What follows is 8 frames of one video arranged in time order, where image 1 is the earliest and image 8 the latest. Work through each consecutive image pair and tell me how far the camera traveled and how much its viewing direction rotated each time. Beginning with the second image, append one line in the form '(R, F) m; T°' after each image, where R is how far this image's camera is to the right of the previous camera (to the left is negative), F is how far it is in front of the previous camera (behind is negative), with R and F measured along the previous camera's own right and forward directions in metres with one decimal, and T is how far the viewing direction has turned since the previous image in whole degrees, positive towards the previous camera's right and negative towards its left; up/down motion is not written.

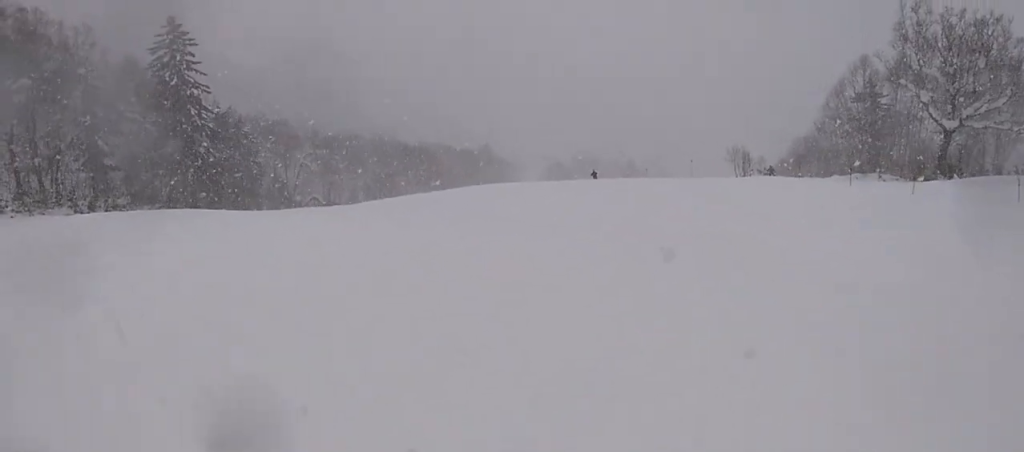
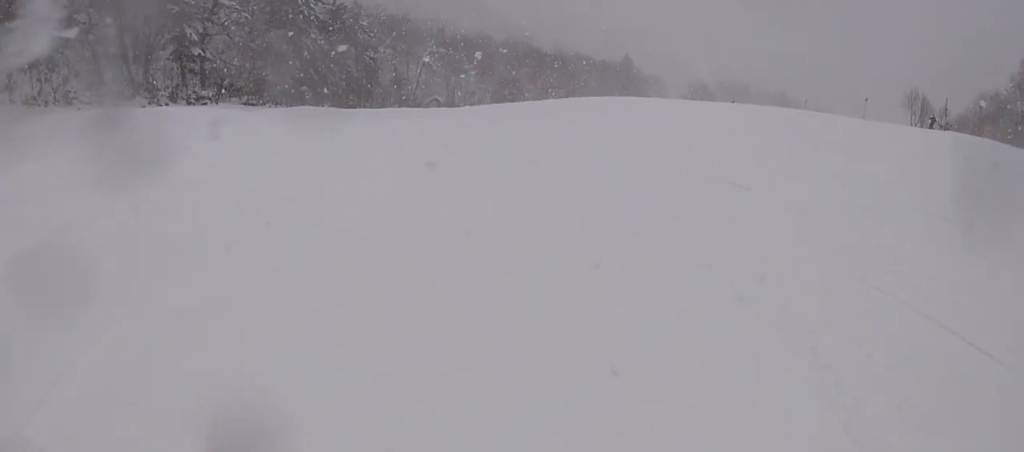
(-0.2, +6.6) m; -7°
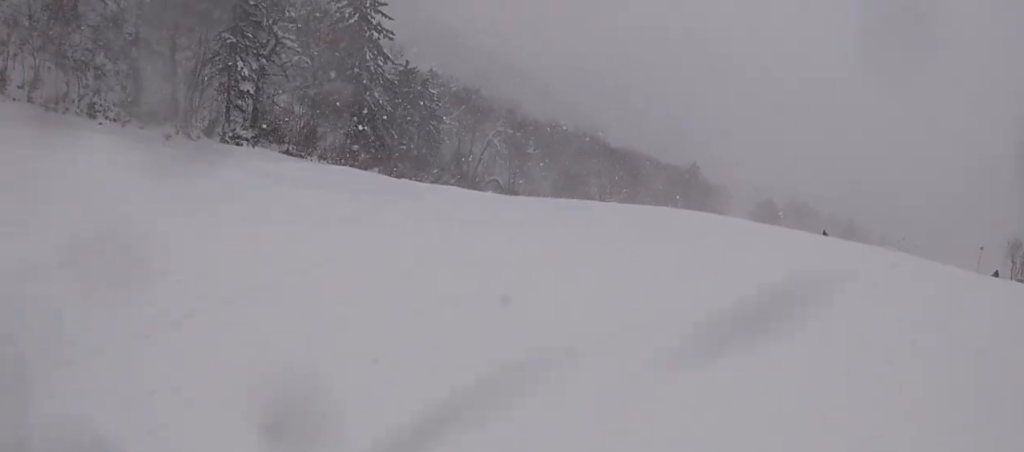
(-0.4, +6.2) m; +2°
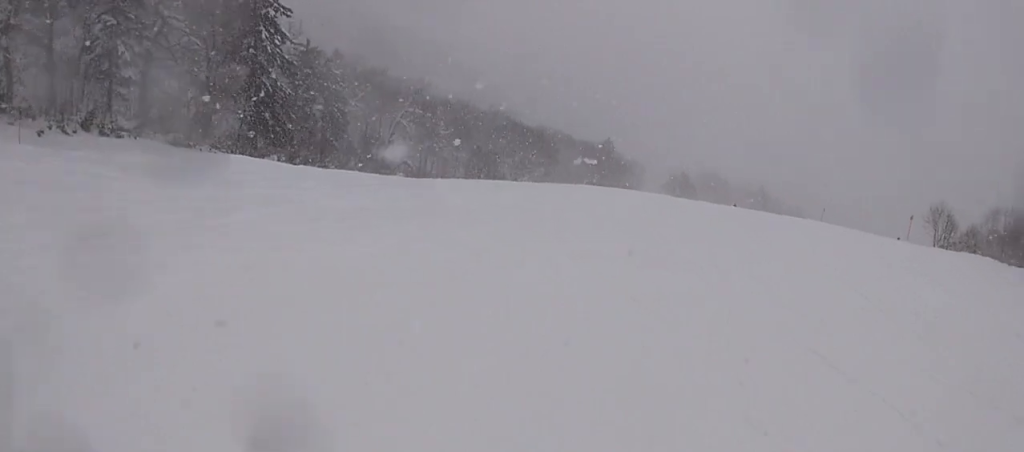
(+0.2, +2.6) m; +4°
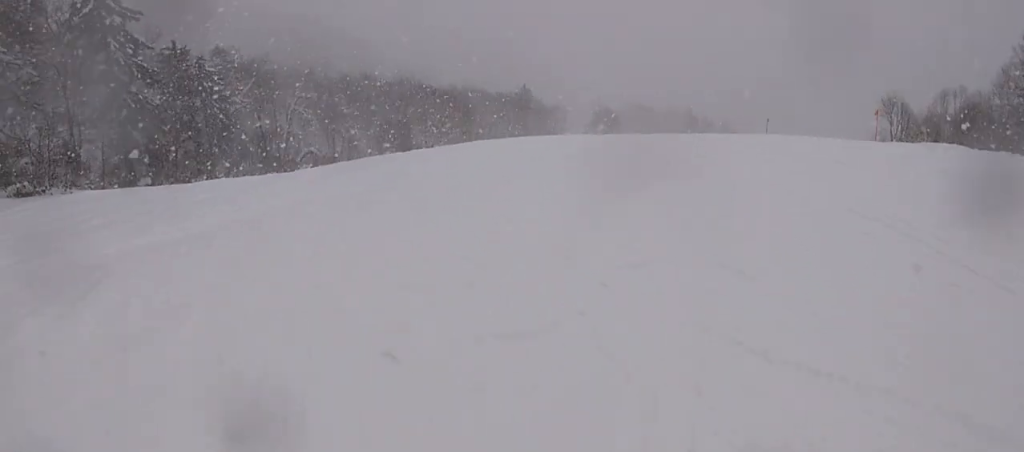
(+0.1, +5.9) m; +1°
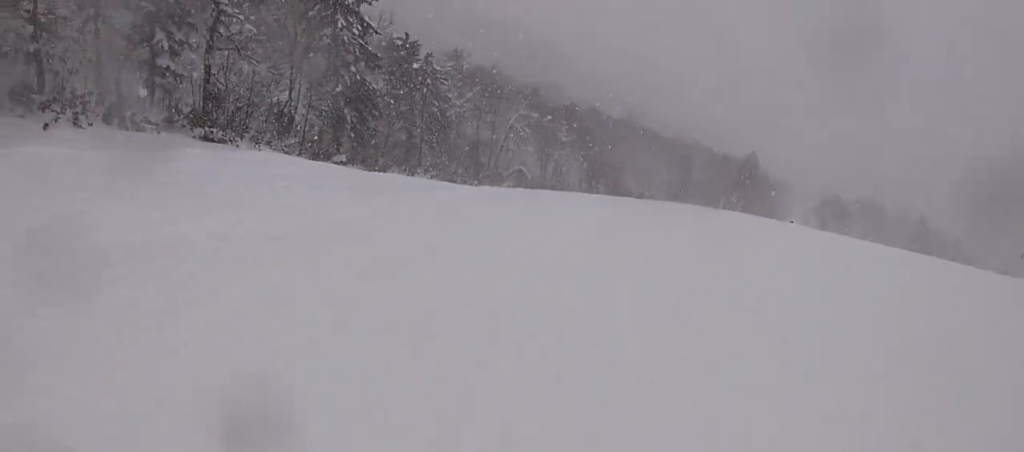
(0.0, +4.5) m; -15°
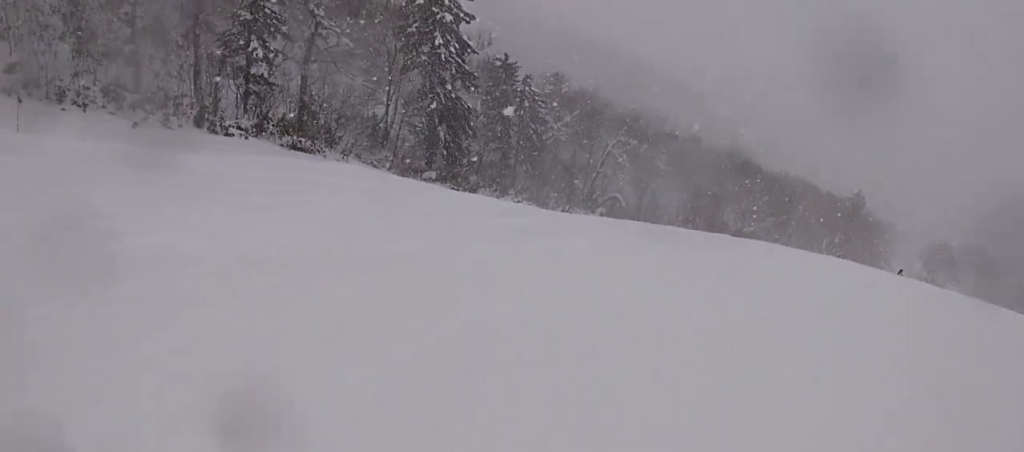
(-0.2, +1.9) m; -9°
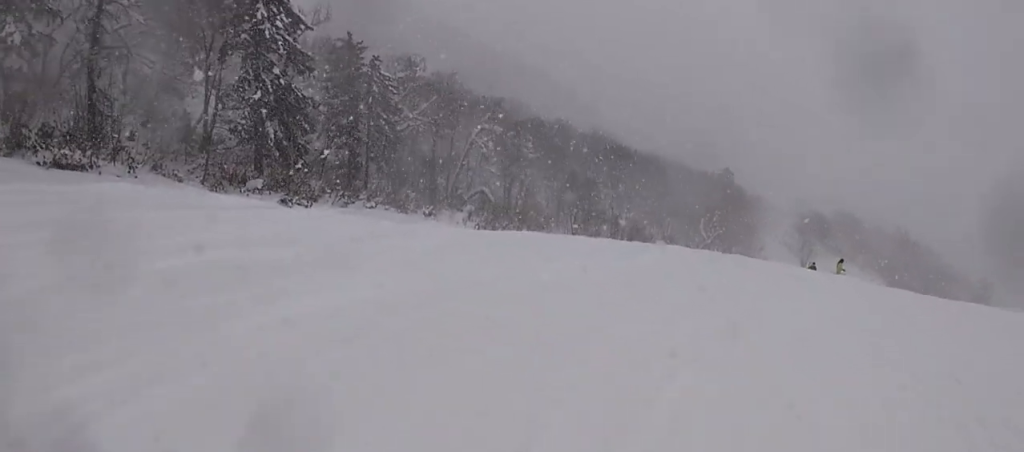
(-2.5, +9.7) m; -6°
